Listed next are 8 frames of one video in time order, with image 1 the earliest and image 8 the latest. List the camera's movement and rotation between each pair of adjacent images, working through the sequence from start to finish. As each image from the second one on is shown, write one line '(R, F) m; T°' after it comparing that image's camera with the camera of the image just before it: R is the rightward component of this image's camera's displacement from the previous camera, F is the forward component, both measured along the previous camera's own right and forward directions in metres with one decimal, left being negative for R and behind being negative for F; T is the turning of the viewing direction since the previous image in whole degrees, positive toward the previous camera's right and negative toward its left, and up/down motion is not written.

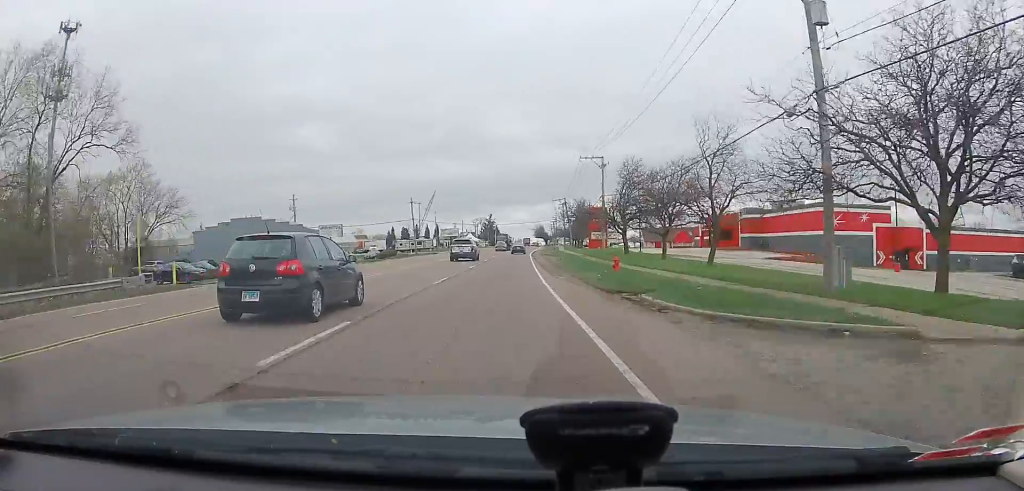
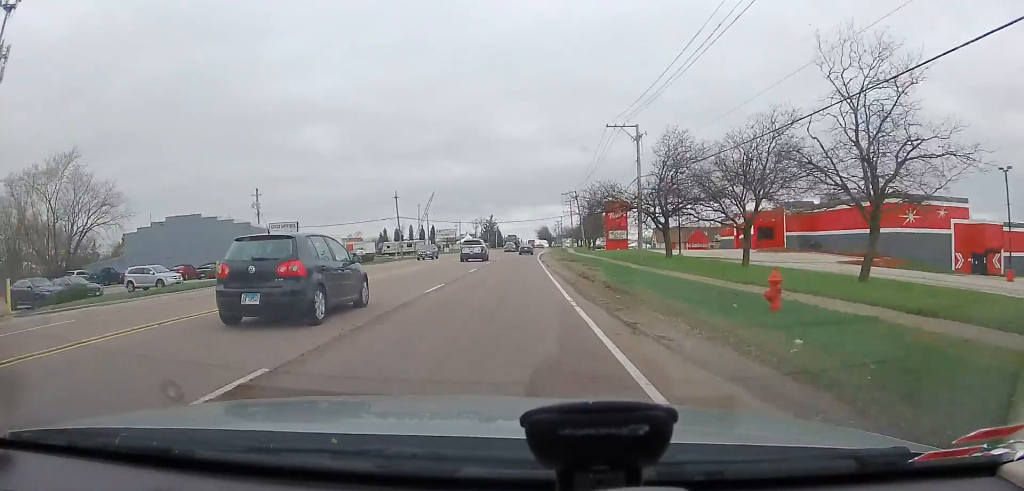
(+0.1, +15.9) m; 0°
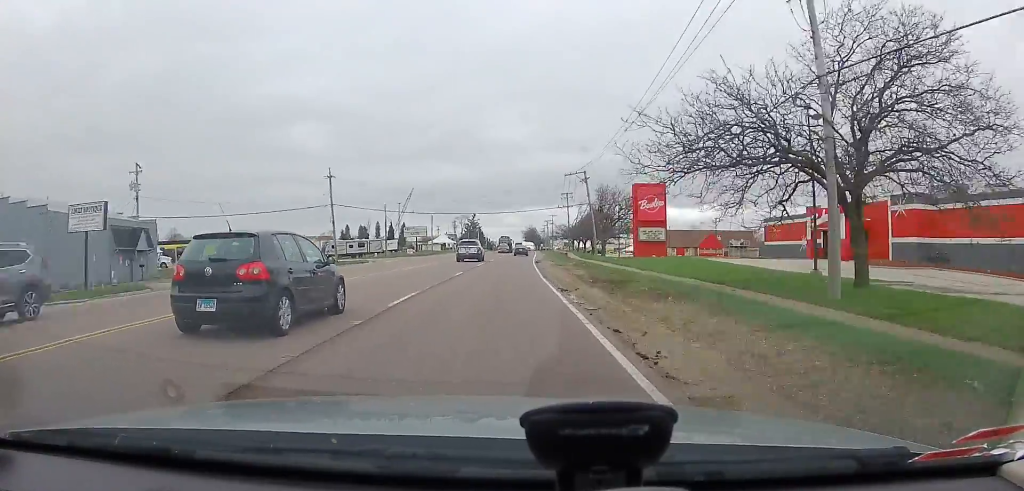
(-0.3, +27.2) m; 0°
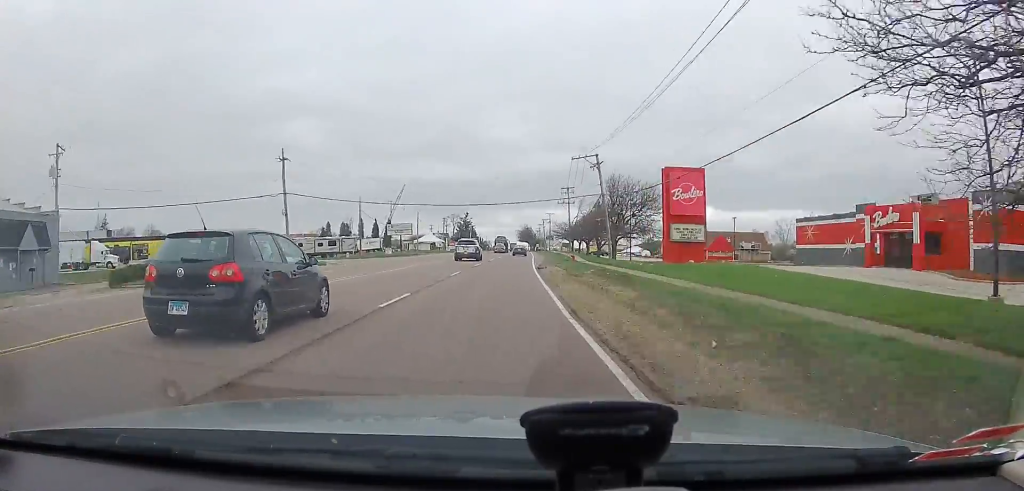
(+0.1, +12.4) m; 0°
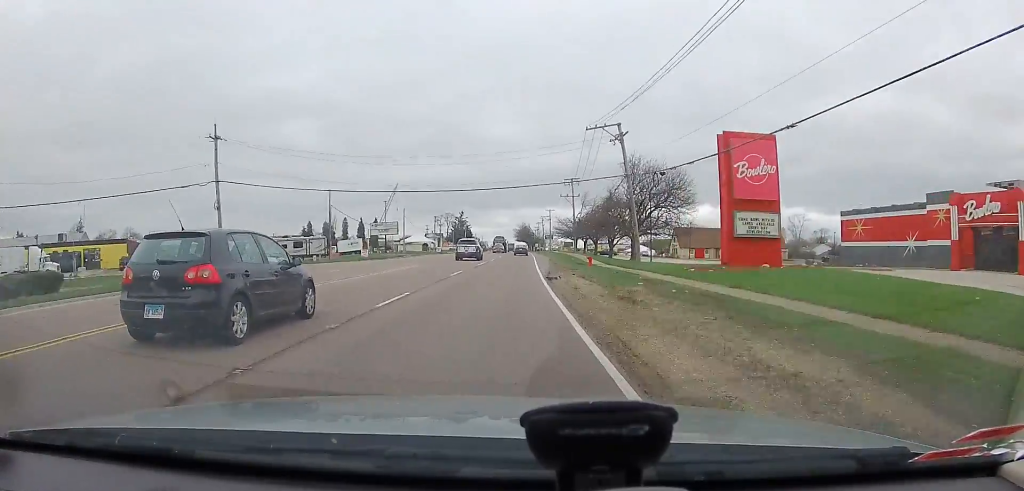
(+0.1, +12.4) m; 0°
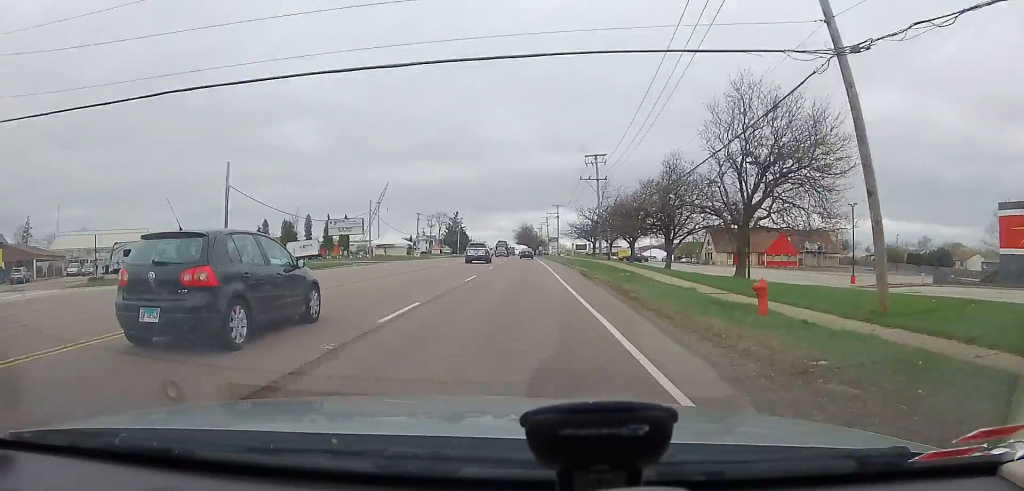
(-0.2, +26.3) m; +1°
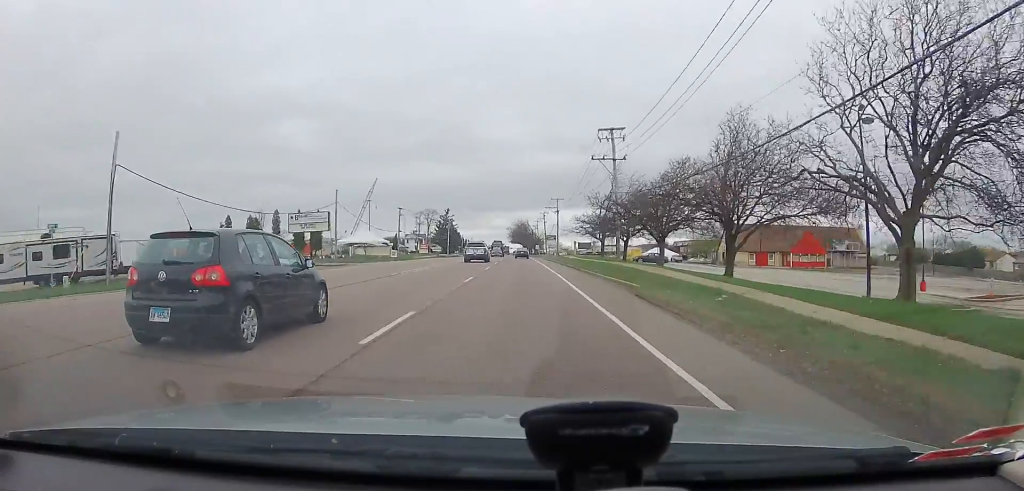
(+0.4, +14.0) m; +1°
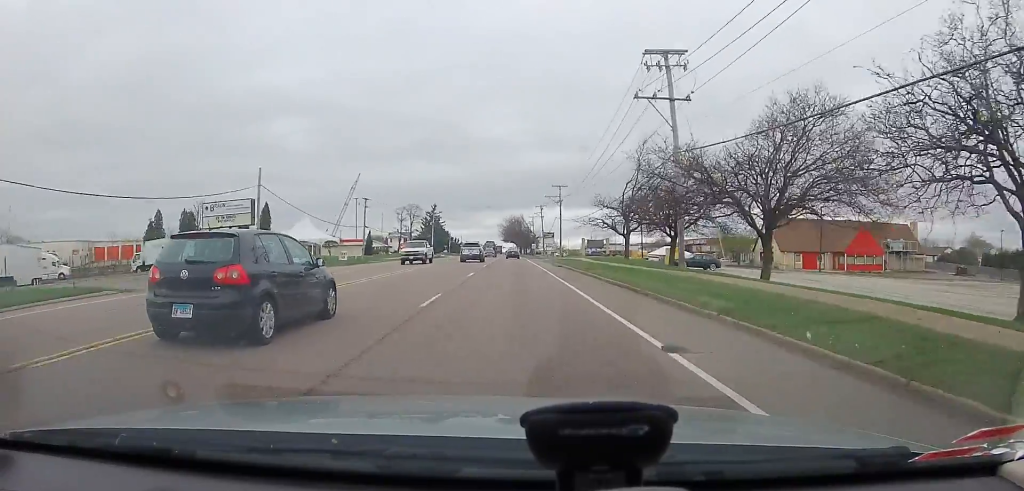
(-0.2, +21.0) m; +1°
